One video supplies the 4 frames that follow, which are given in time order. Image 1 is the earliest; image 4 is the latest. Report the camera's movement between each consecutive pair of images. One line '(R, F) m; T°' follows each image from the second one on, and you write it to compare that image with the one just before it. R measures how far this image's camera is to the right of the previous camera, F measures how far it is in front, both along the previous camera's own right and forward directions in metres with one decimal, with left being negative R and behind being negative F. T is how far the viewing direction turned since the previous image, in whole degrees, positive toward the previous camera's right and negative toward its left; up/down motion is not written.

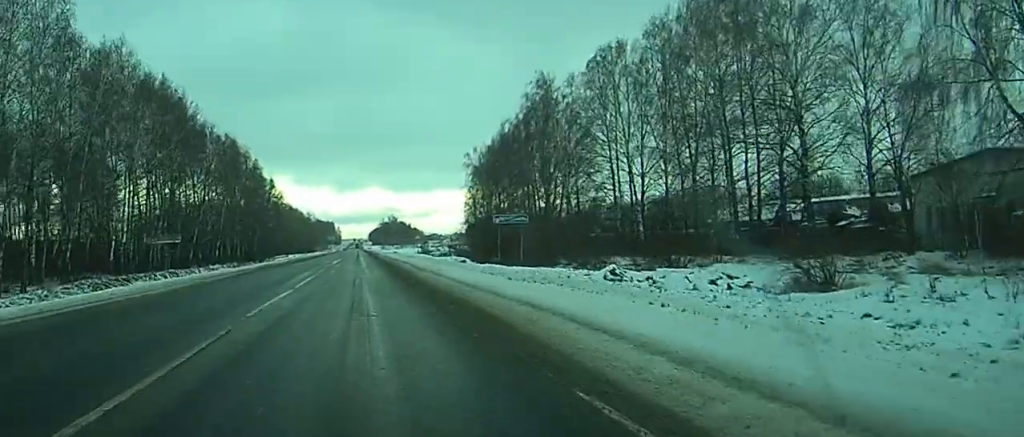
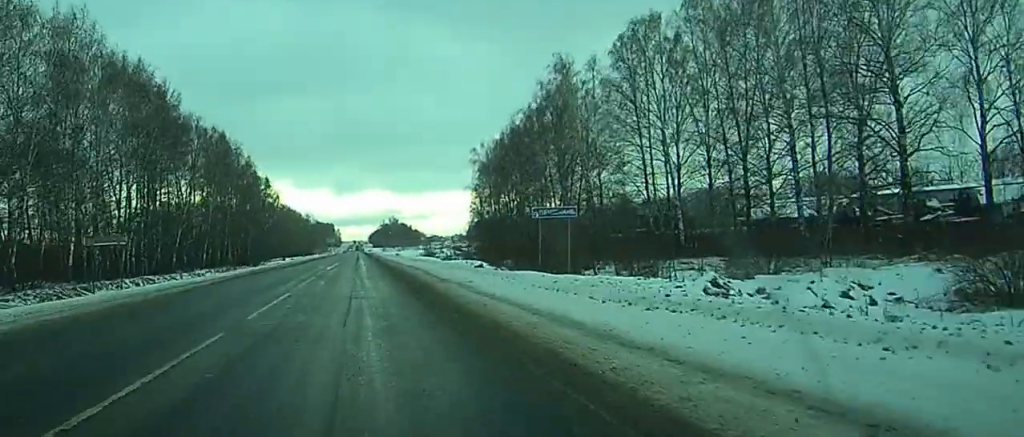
(0.0, +11.3) m; 0°
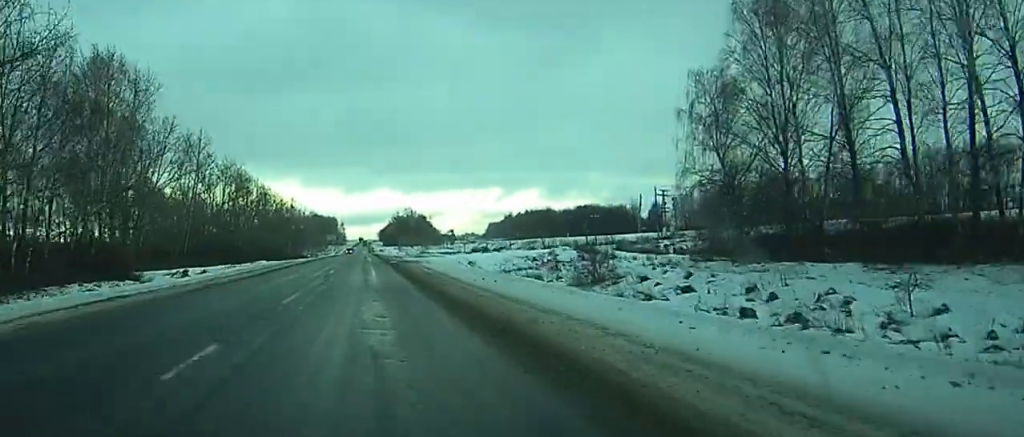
(+1.5, +133.1) m; 0°
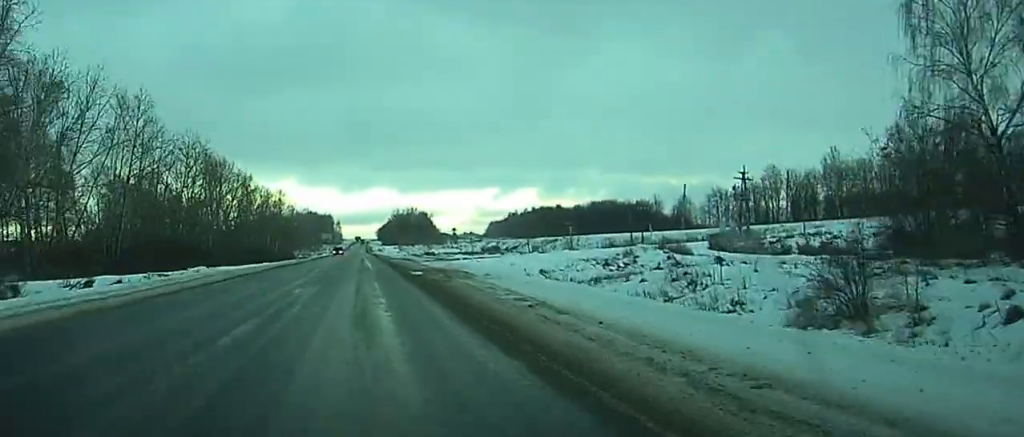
(0.0, +32.7) m; 0°
